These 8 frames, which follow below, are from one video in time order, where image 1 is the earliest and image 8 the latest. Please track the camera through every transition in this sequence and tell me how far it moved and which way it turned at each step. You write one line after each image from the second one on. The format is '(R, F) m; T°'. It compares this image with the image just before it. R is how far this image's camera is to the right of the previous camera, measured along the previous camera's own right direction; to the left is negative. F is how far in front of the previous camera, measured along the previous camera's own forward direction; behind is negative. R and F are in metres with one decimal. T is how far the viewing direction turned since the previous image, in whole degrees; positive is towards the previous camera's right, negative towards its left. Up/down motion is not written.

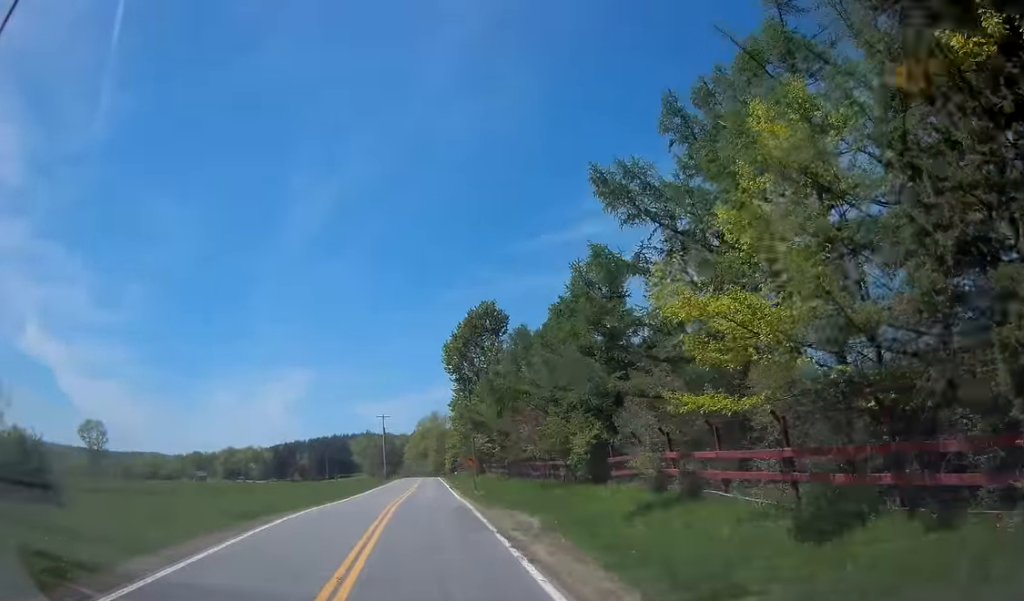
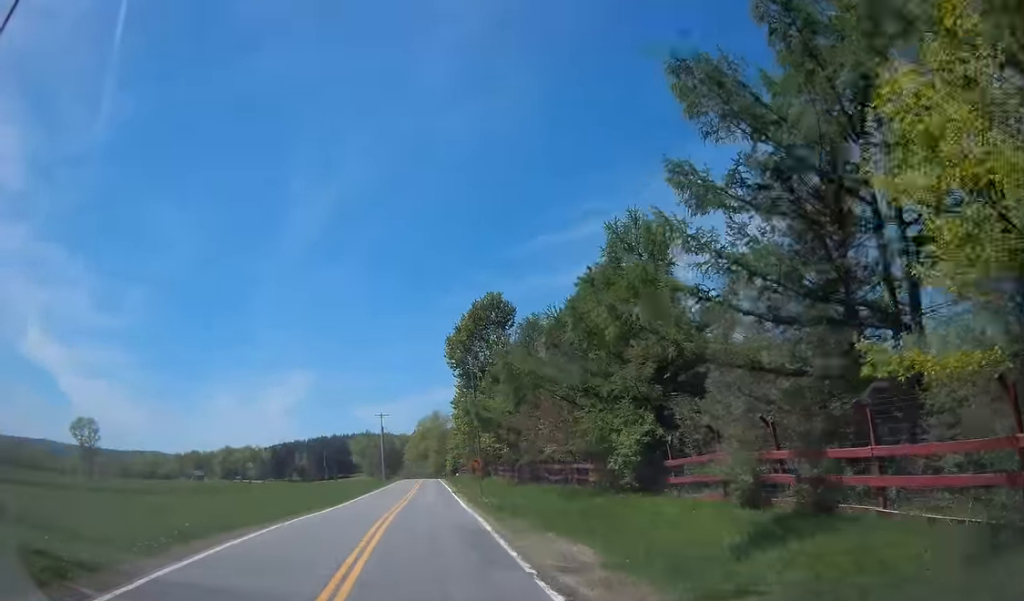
(0.0, +5.7) m; 0°
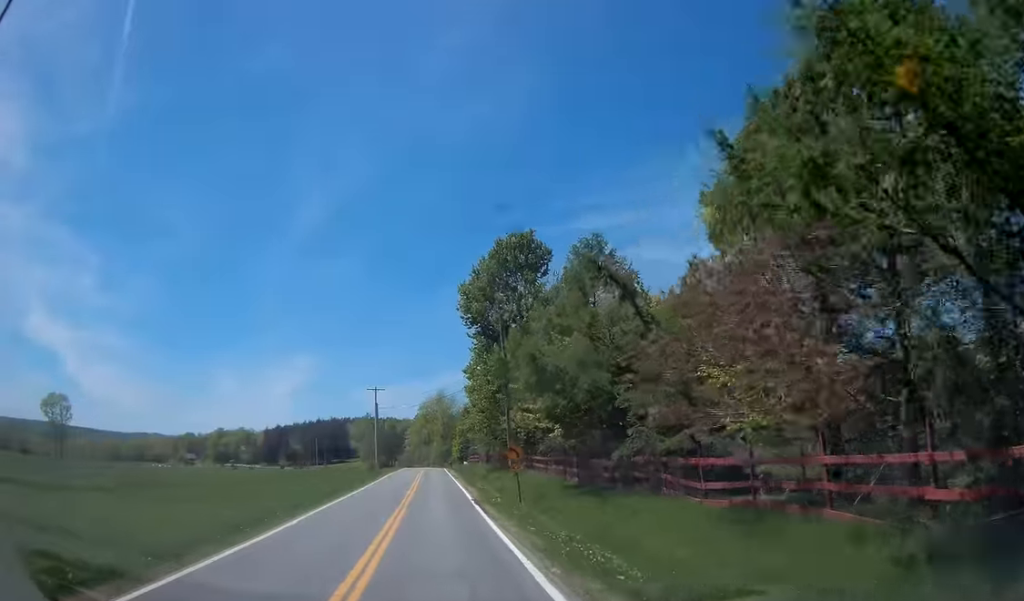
(0.0, +19.5) m; 0°
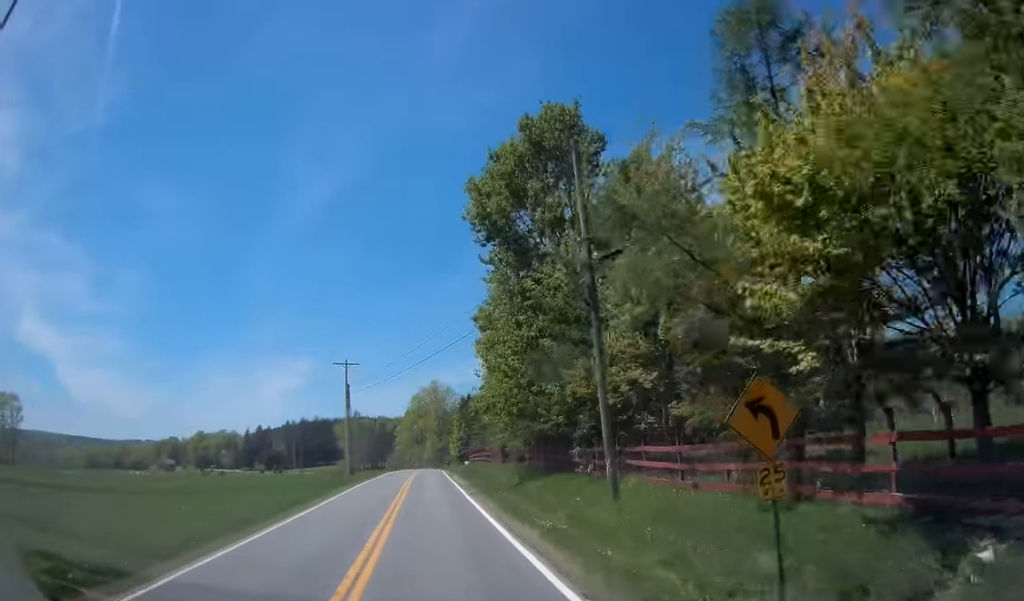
(-0.2, +23.3) m; 0°
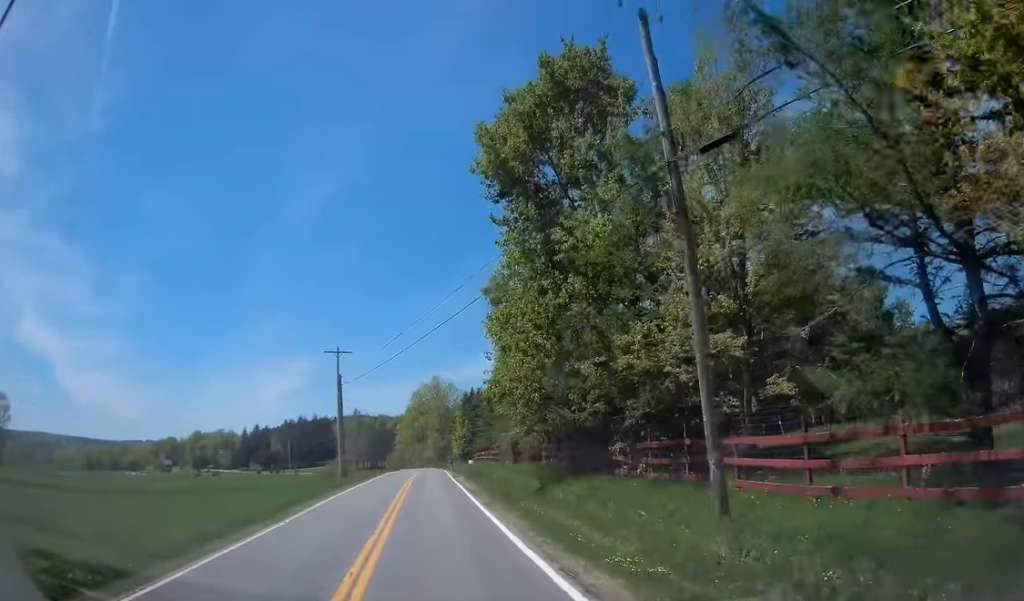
(0.0, +6.5) m; 0°
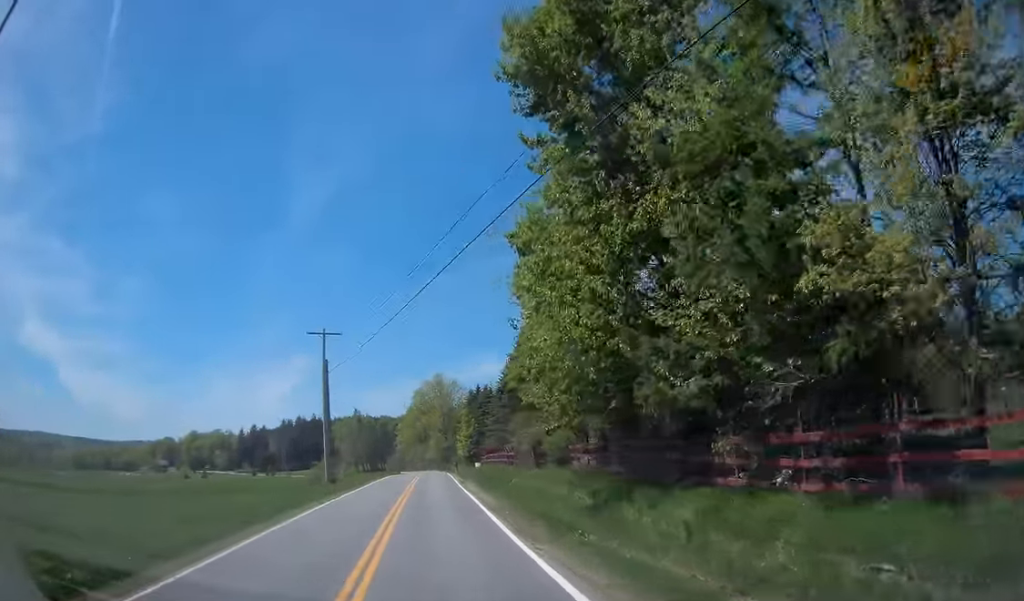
(0.0, +8.9) m; 0°
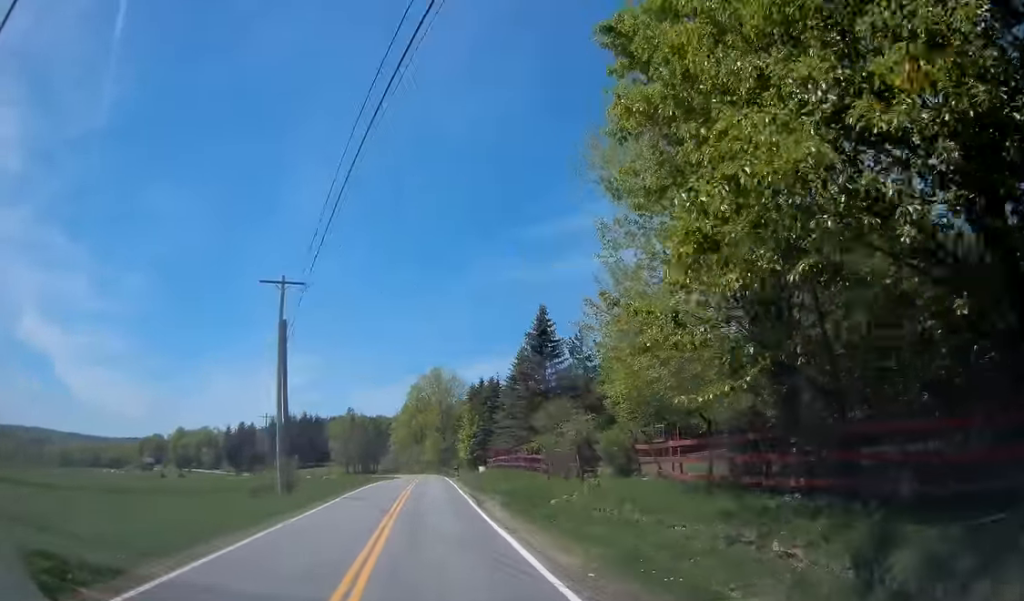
(0.0, +13.4) m; 0°
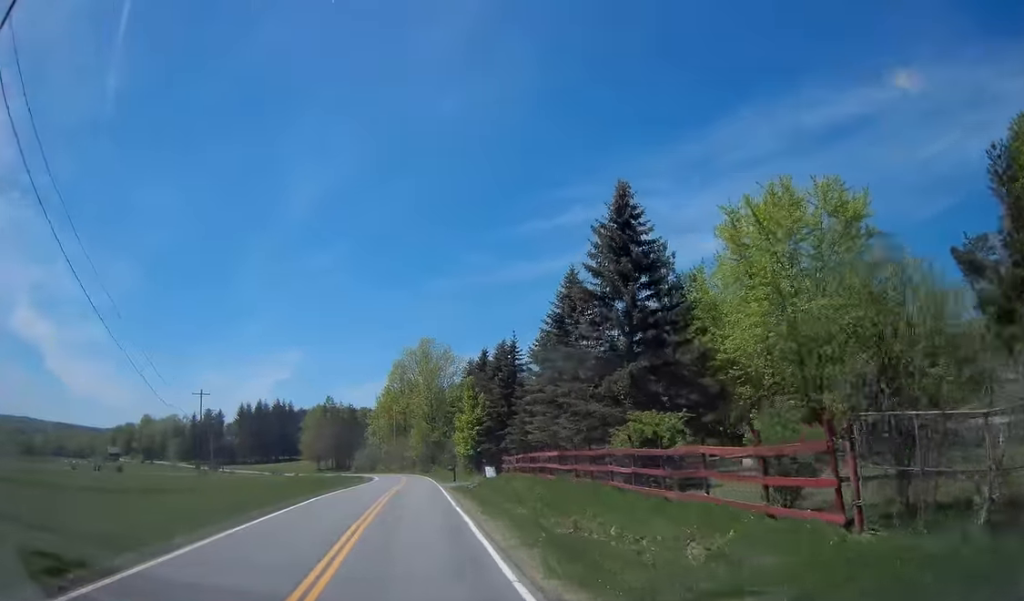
(0.0, +26.0) m; +2°
